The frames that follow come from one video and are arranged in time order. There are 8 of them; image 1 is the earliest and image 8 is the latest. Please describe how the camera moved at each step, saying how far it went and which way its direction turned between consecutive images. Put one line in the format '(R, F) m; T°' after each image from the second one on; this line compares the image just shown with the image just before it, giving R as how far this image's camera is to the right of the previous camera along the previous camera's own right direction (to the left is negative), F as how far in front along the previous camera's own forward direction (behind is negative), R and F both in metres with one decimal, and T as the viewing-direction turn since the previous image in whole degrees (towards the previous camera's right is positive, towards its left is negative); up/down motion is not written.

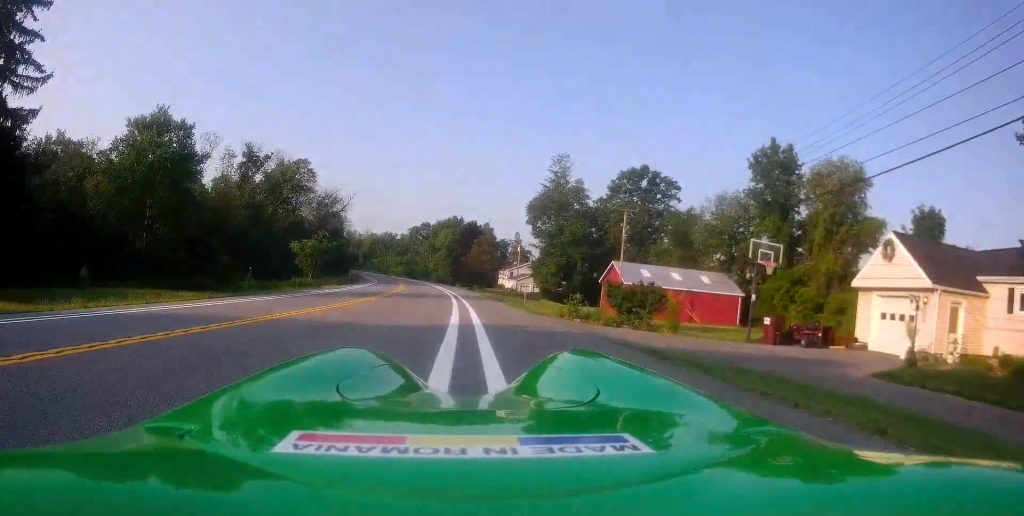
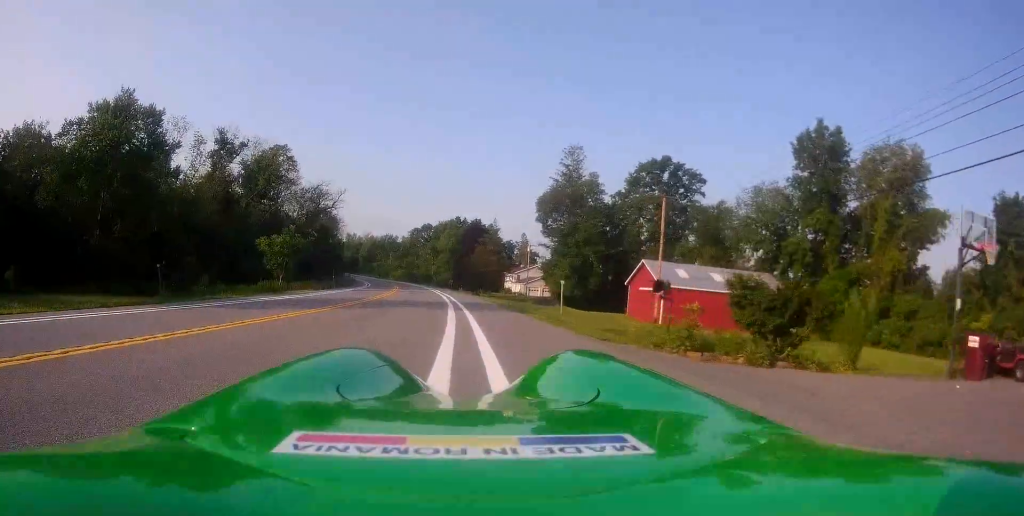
(-0.2, +10.3) m; 0°
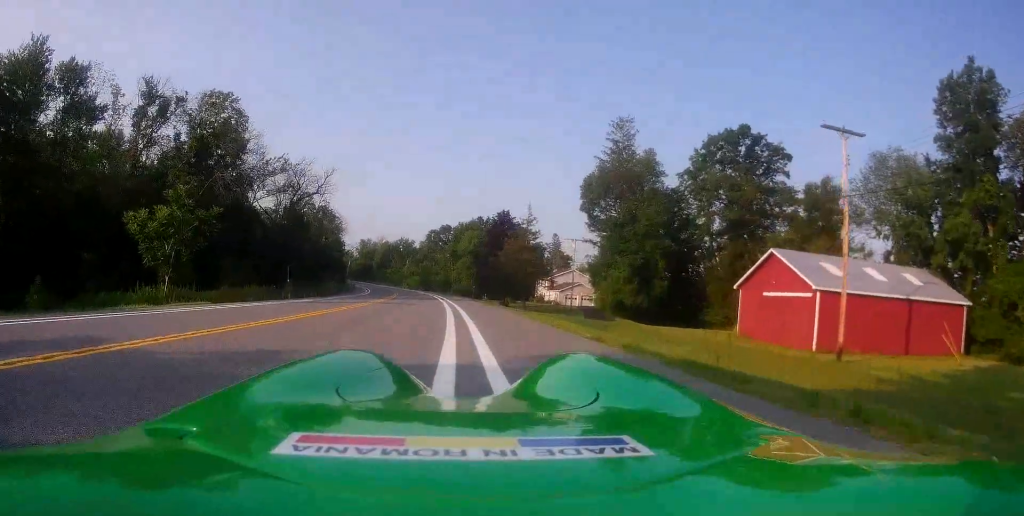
(-0.9, +22.2) m; -6°
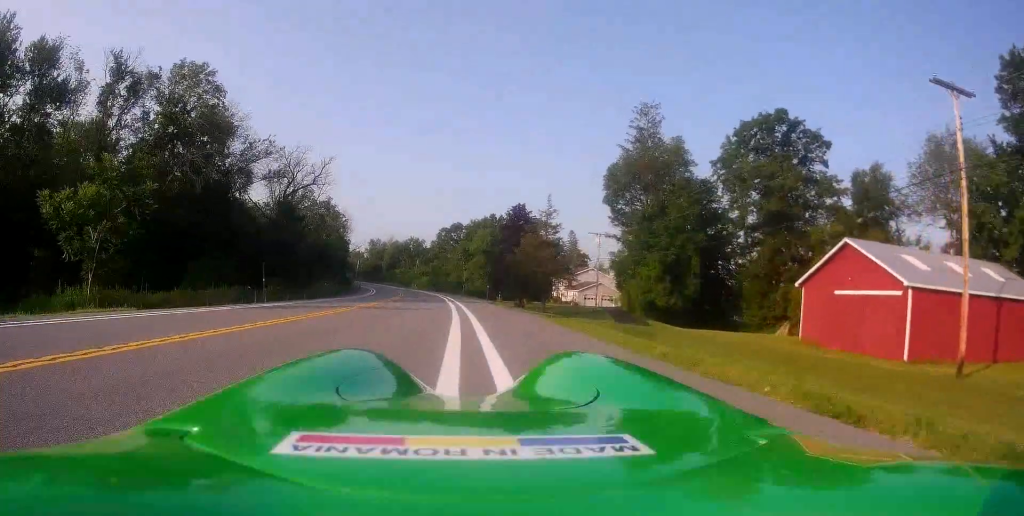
(0.0, +6.8) m; 0°
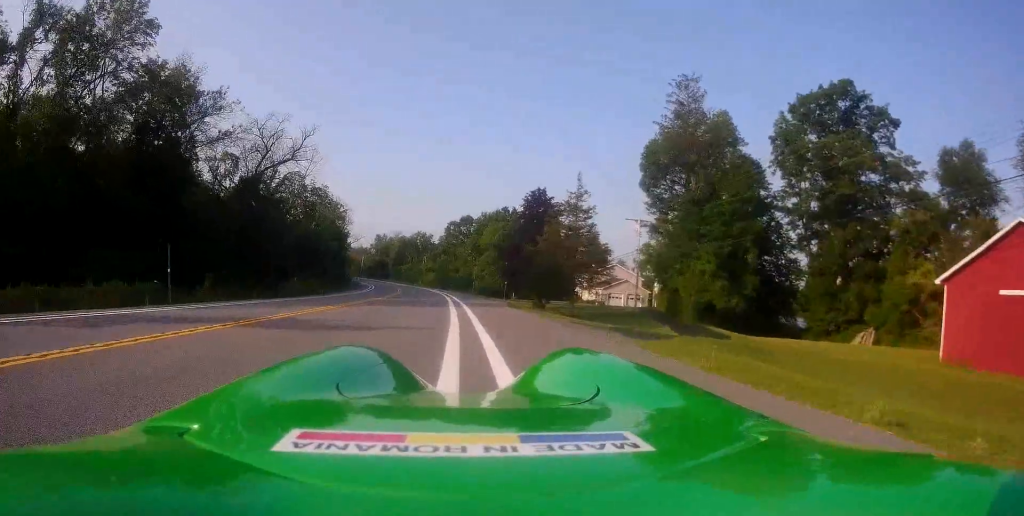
(0.0, +11.8) m; +1°
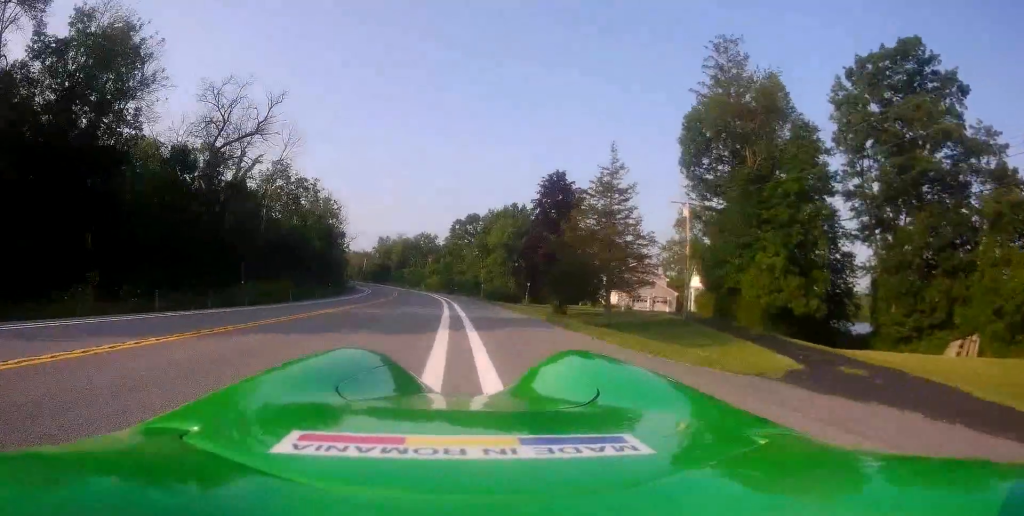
(+0.2, +10.4) m; +1°
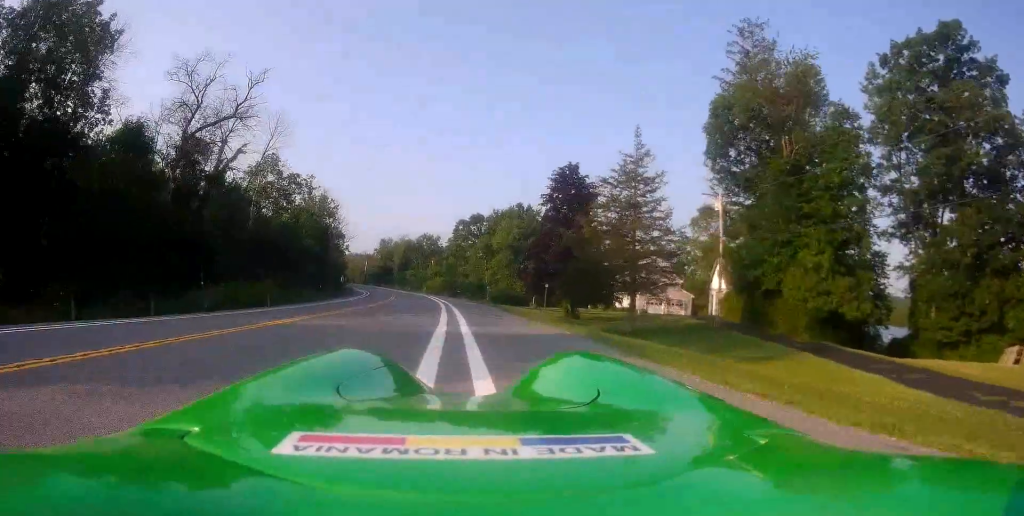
(+0.2, +5.0) m; 0°
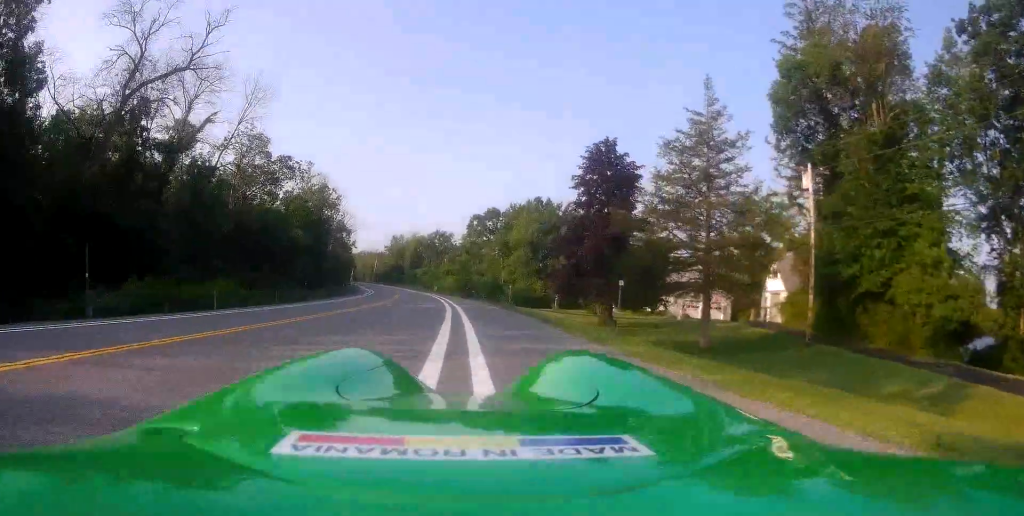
(-0.3, +9.1) m; -4°
